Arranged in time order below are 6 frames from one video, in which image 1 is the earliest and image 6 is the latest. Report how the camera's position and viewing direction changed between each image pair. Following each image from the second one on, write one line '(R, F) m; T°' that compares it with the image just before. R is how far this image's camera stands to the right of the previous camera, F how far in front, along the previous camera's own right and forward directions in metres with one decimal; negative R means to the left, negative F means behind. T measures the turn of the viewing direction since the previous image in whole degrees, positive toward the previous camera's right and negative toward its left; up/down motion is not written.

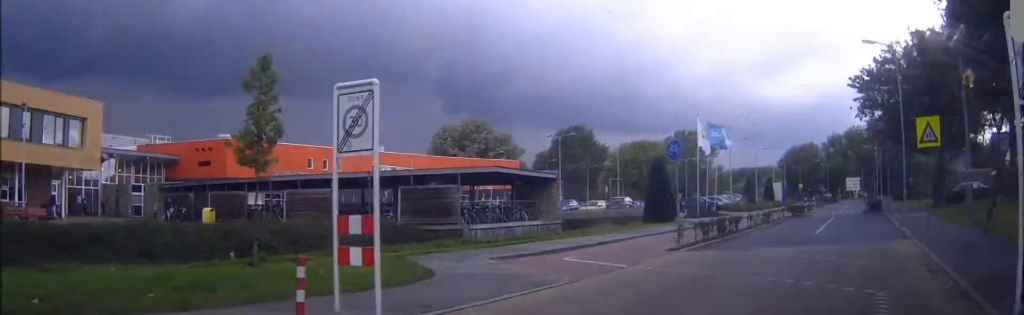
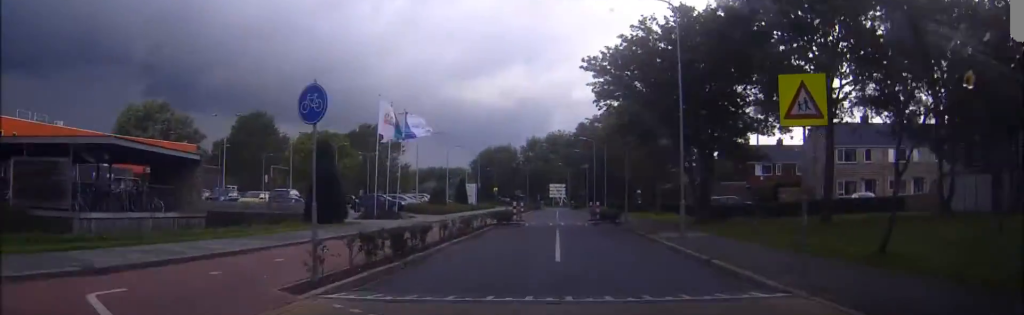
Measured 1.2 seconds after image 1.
(+5.0, +7.7) m; +34°
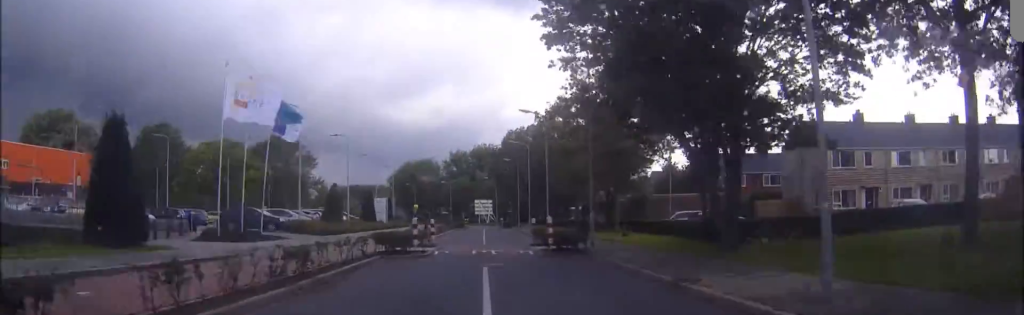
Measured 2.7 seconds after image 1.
(-0.8, +13.8) m; -7°
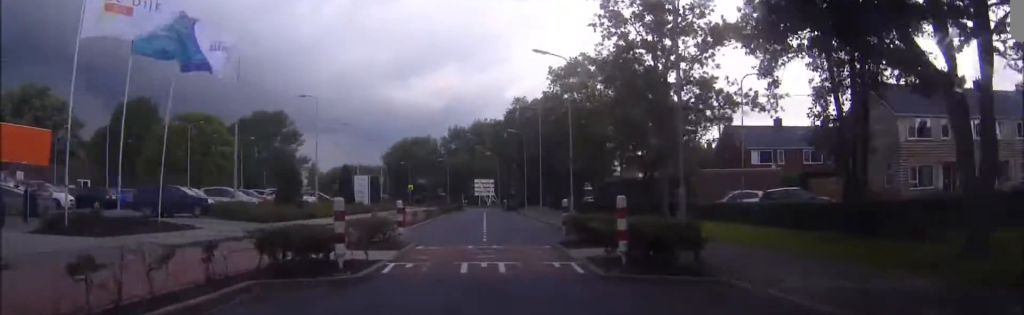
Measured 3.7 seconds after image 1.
(0.0, +11.2) m; +3°
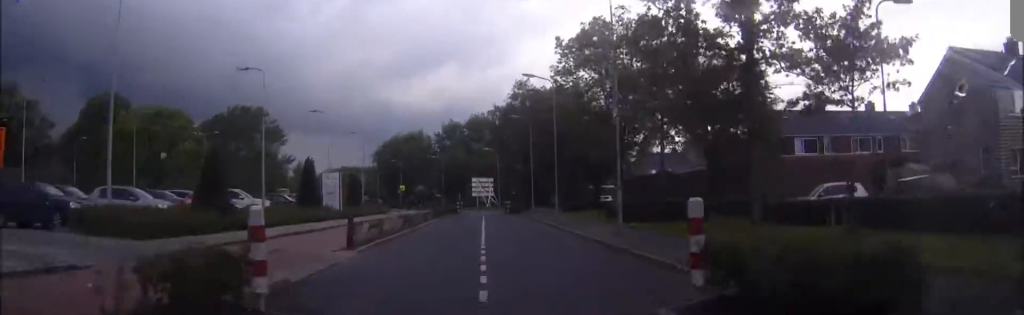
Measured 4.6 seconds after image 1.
(+0.5, +11.1) m; 0°
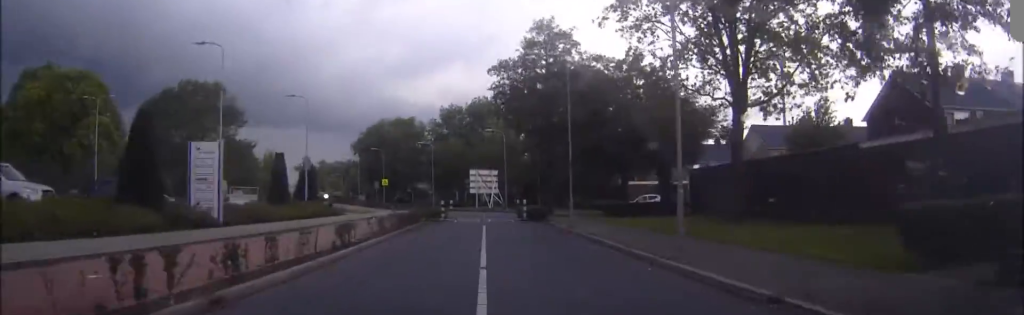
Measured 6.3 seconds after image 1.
(-0.9, +24.4) m; -3°
